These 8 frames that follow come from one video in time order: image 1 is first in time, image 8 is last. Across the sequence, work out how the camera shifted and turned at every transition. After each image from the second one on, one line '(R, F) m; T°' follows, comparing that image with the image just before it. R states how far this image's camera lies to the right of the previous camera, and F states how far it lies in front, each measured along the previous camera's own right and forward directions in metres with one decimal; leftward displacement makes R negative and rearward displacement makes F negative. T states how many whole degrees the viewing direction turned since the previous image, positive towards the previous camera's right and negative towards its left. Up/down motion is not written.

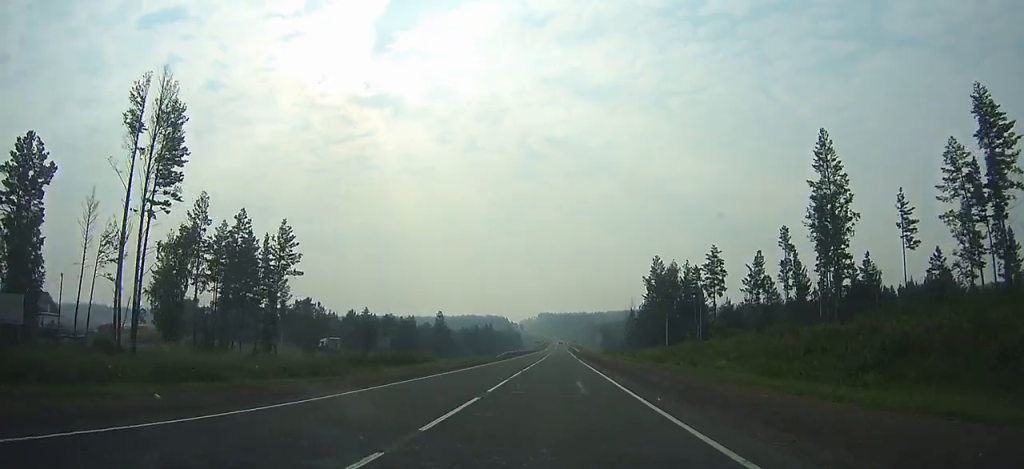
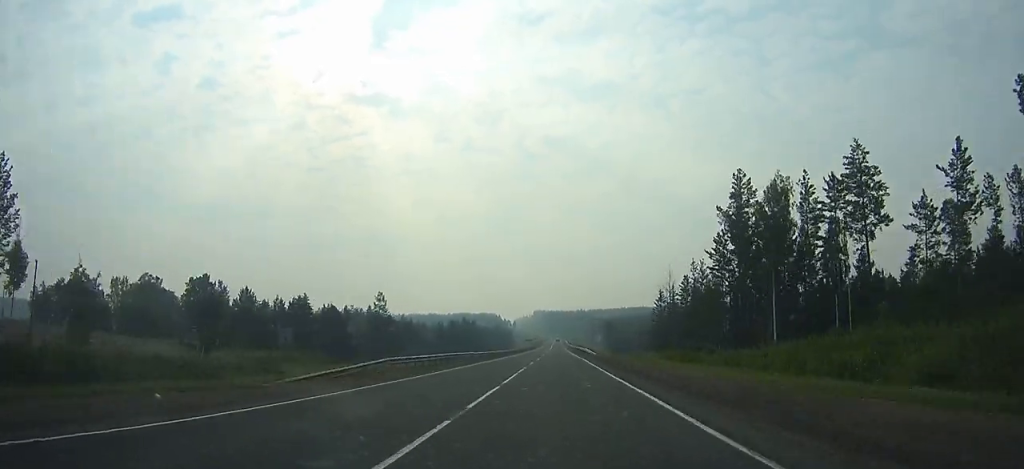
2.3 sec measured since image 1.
(+0.1, +57.6) m; 0°
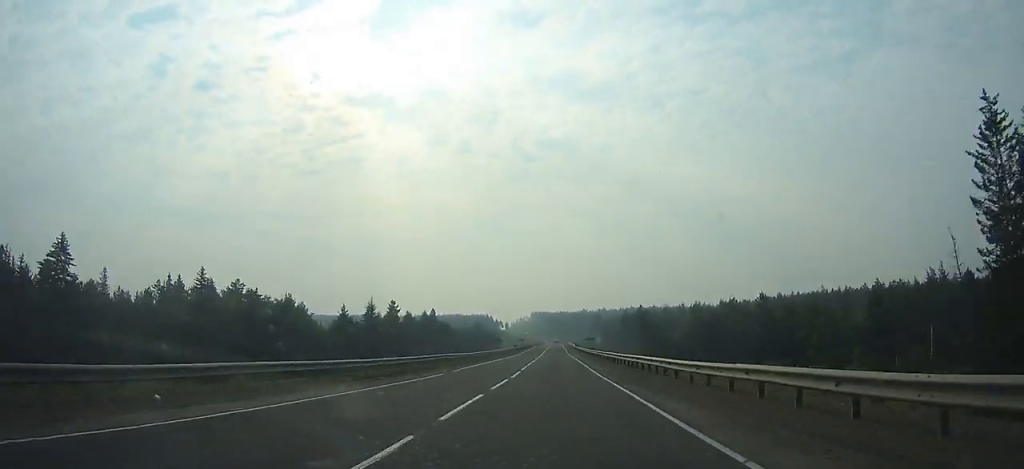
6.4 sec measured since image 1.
(+0.7, +103.3) m; 0°
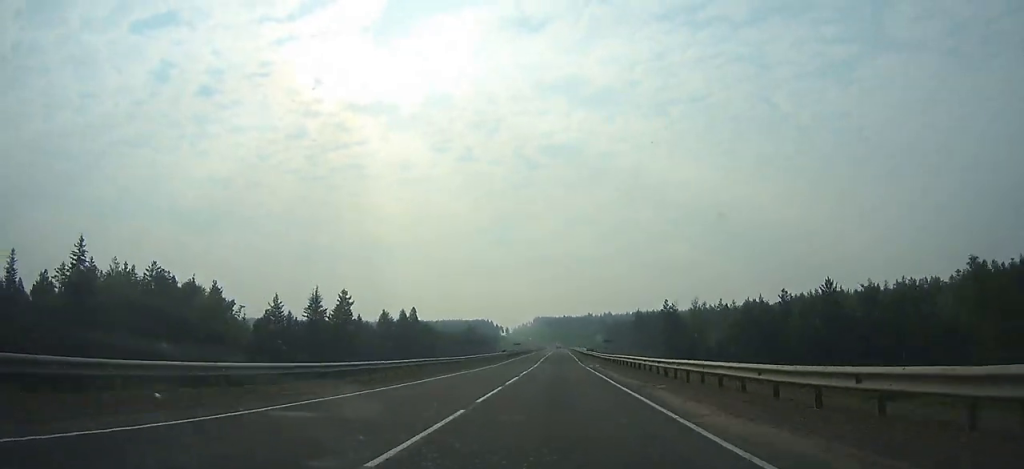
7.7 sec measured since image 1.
(0.0, +33.5) m; 0°
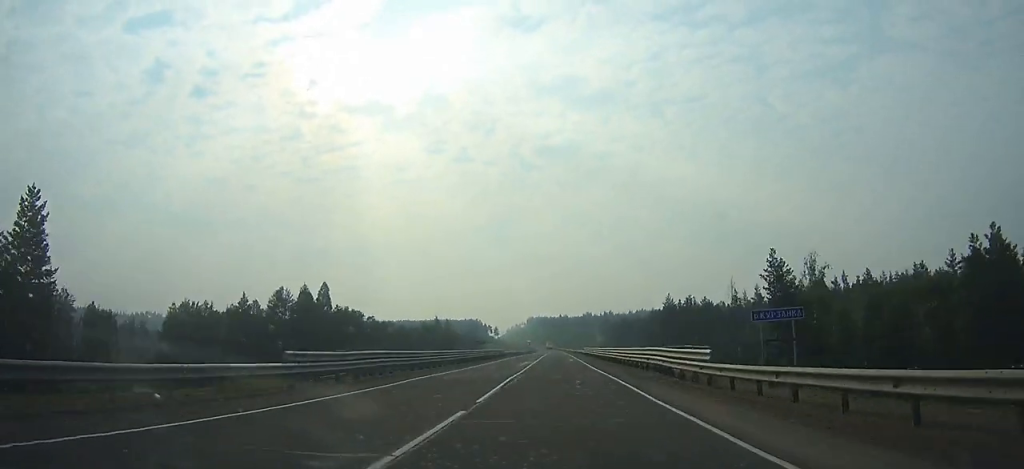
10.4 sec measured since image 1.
(-0.1, +73.2) m; 0°
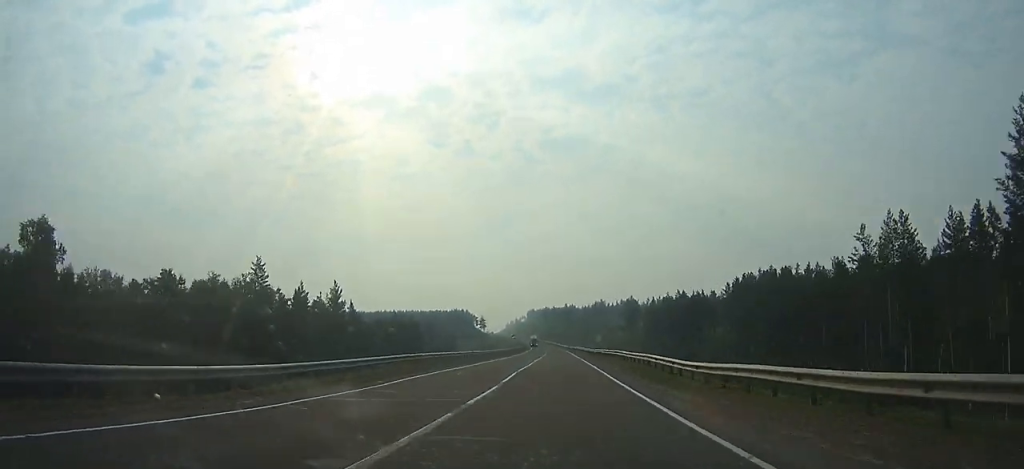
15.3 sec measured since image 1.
(0.0, +131.2) m; 0°
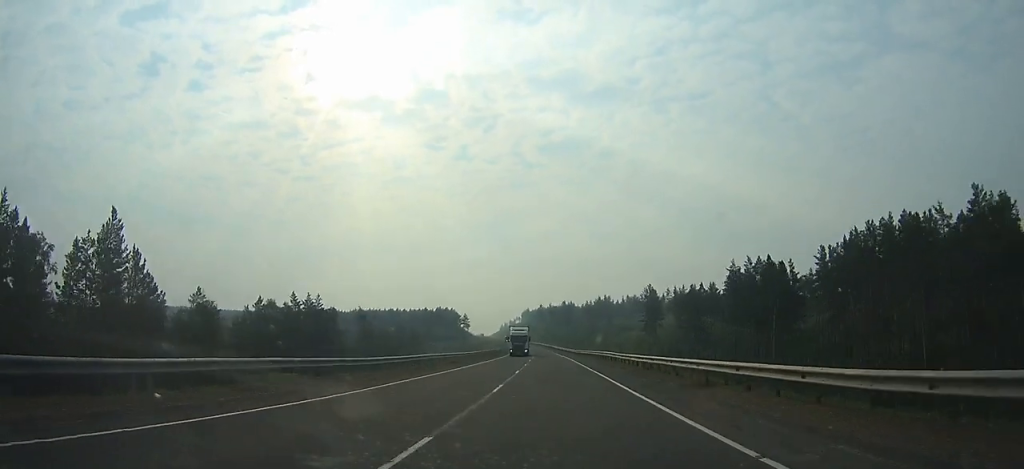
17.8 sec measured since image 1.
(-0.1, +64.6) m; -1°
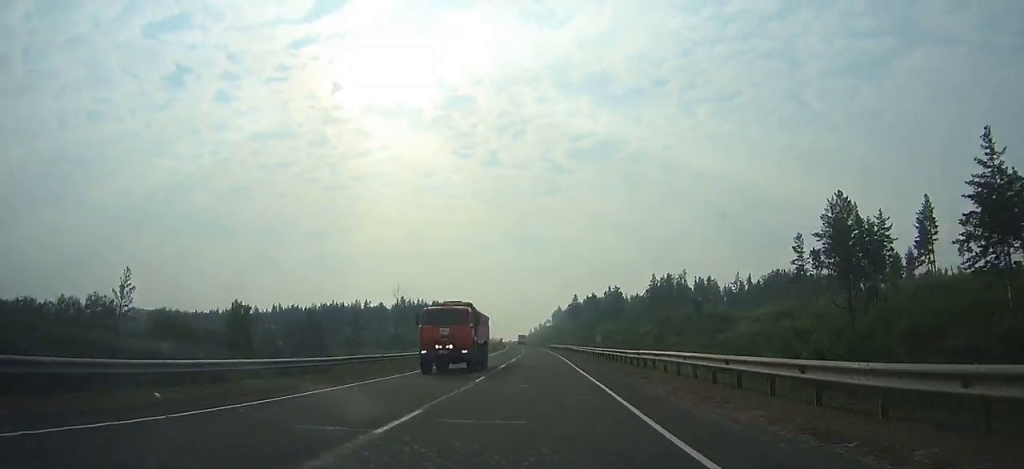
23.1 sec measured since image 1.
(-2.5, +134.5) m; -3°
